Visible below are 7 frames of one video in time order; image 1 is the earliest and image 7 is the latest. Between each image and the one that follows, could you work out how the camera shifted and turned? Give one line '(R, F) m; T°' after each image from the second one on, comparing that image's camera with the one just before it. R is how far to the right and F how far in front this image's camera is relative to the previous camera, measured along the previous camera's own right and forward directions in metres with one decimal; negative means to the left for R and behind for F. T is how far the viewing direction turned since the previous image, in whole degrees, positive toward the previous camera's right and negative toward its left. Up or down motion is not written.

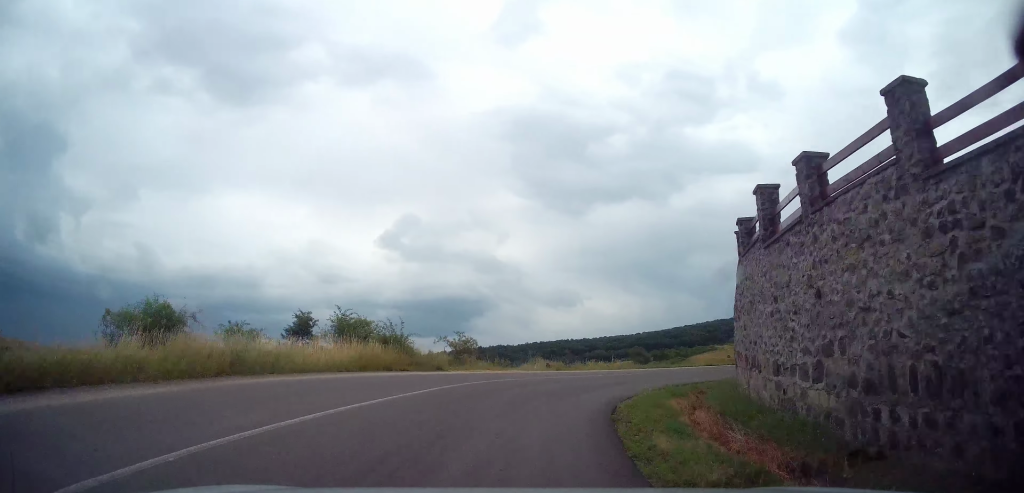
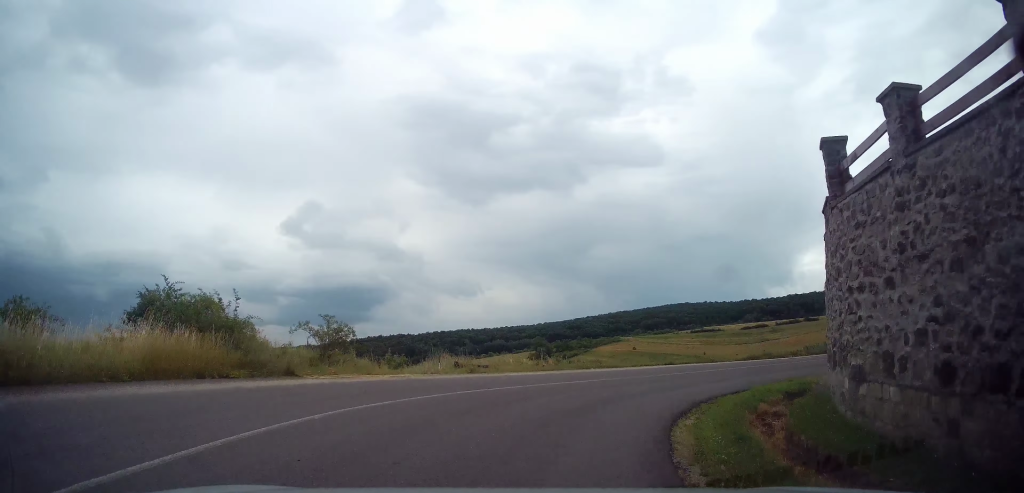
(+1.2, +7.3) m; +16°
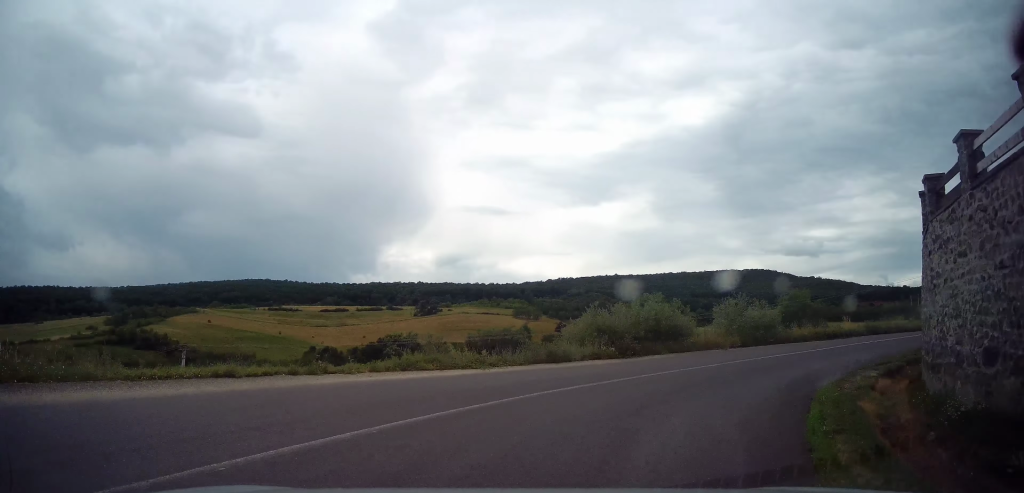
(+4.1, +13.4) m; +40°
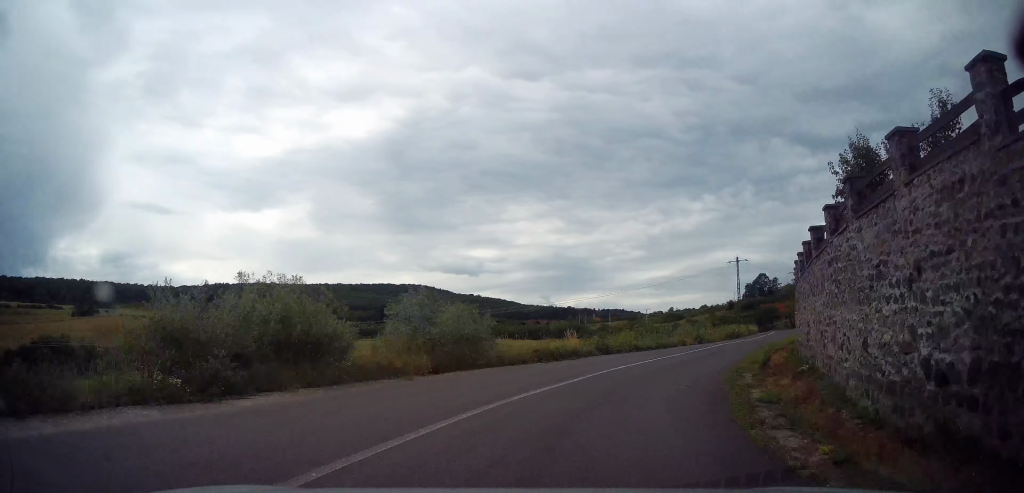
(+3.0, +10.4) m; +33°
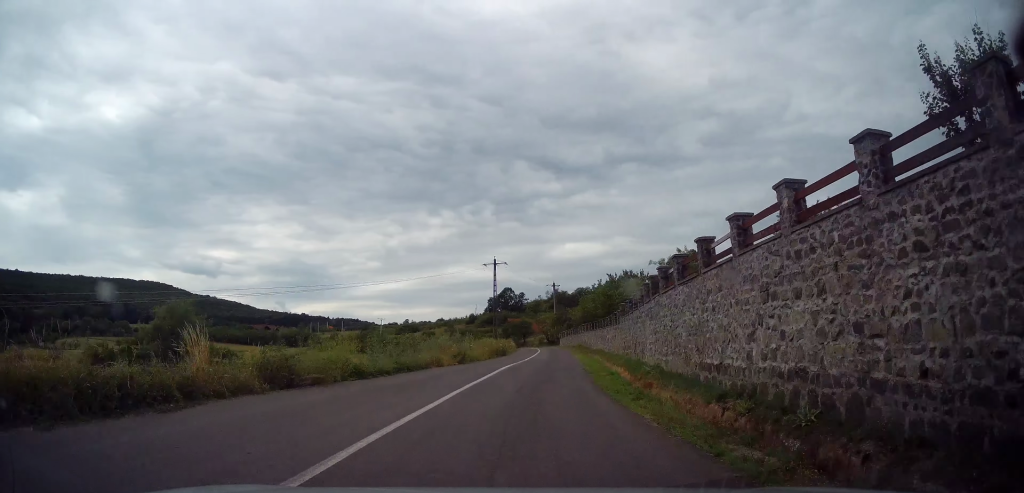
(+4.9, +14.0) m; +26°
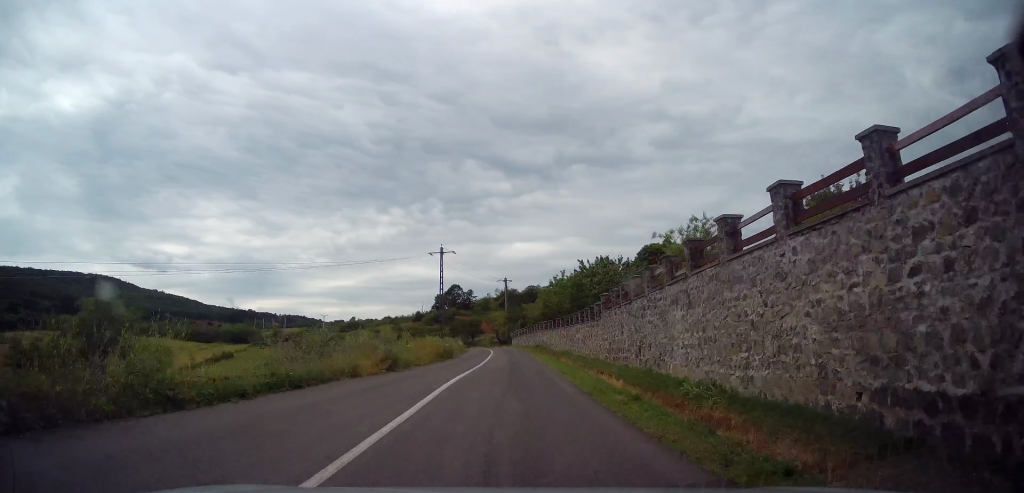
(+0.3, +8.0) m; +5°
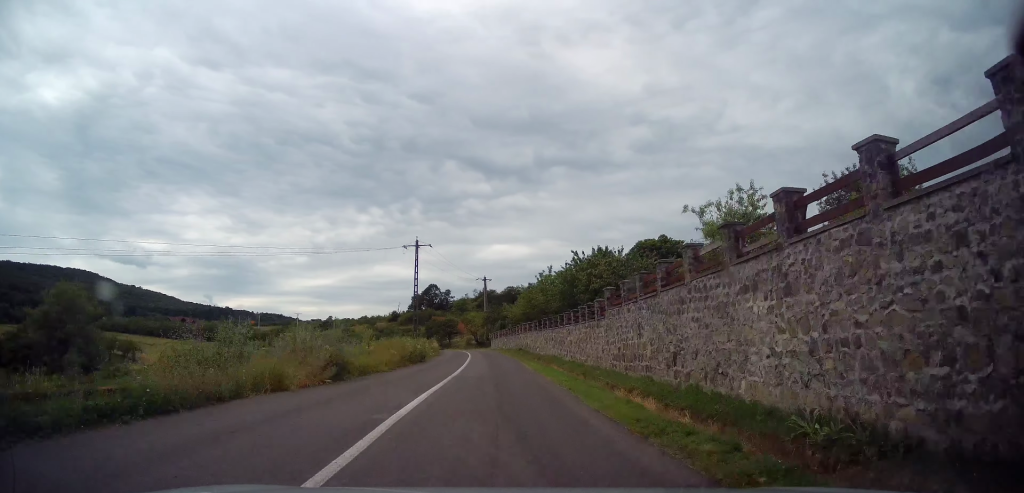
(+0.2, +5.0) m; +2°
